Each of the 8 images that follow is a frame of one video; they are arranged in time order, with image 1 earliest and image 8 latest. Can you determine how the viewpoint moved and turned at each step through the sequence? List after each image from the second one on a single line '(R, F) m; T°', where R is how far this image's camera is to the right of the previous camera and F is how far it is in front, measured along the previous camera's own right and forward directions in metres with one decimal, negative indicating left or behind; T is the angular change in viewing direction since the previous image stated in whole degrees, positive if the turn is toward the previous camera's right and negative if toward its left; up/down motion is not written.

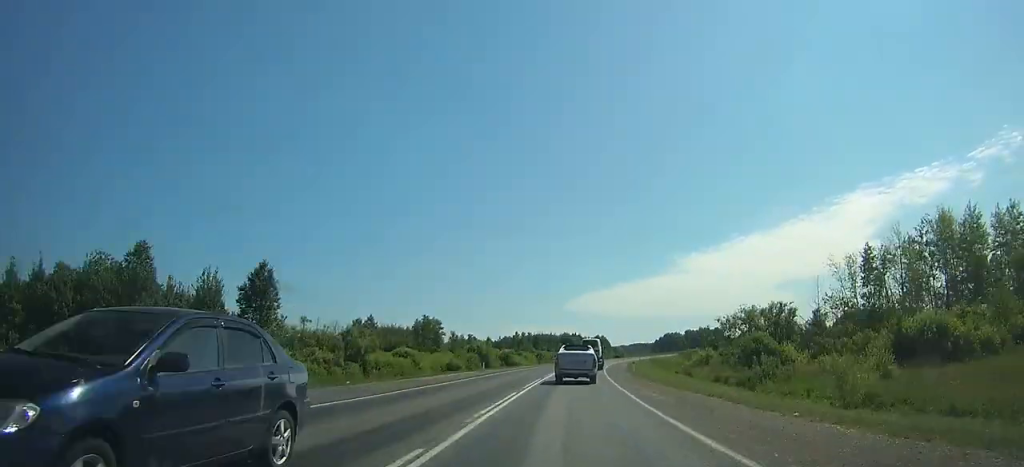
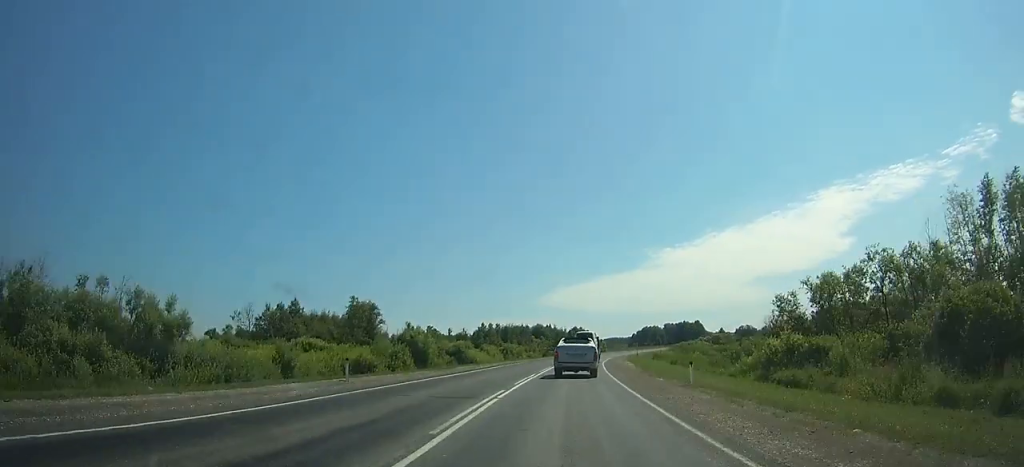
(-0.2, +25.9) m; +2°
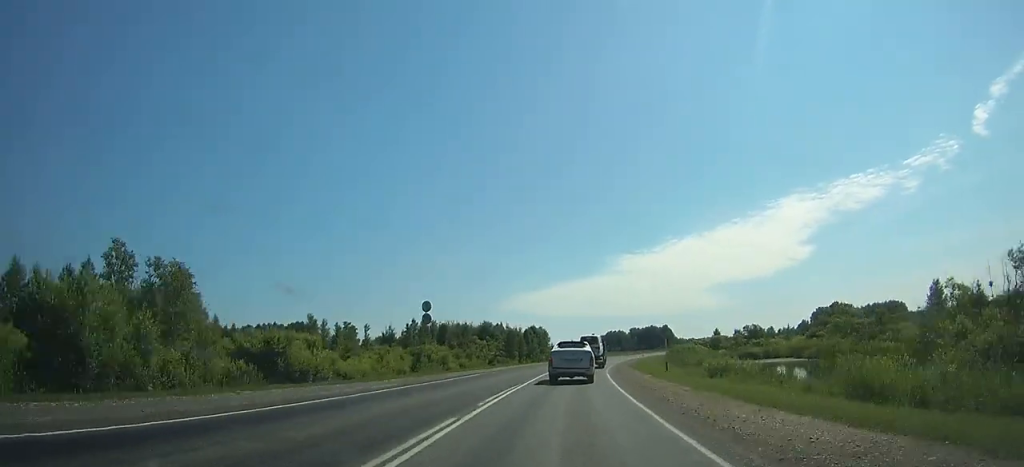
(+1.7, +42.6) m; +4°
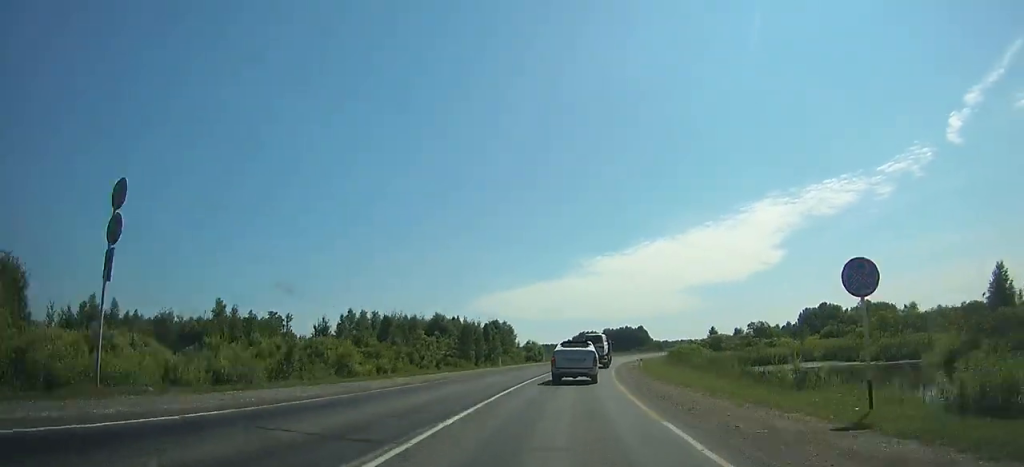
(+0.7, +25.9) m; +3°
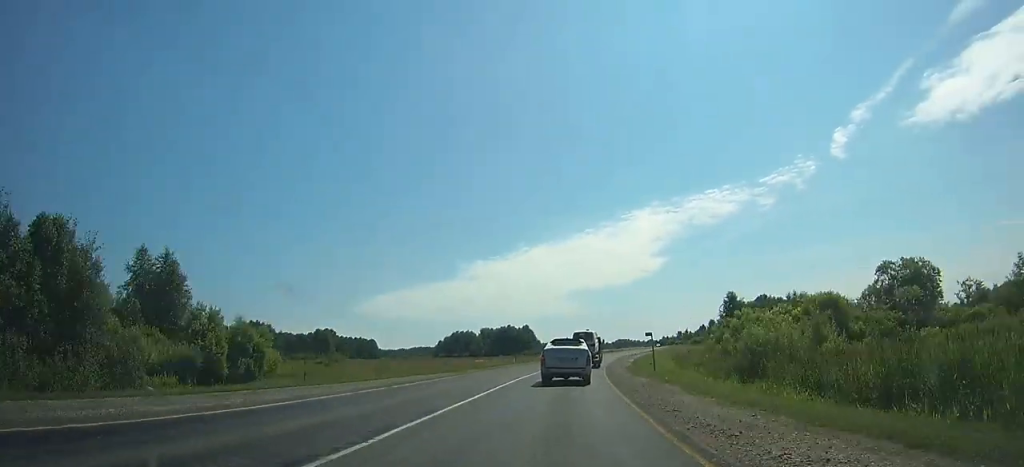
(+8.1, +86.1) m; +11°
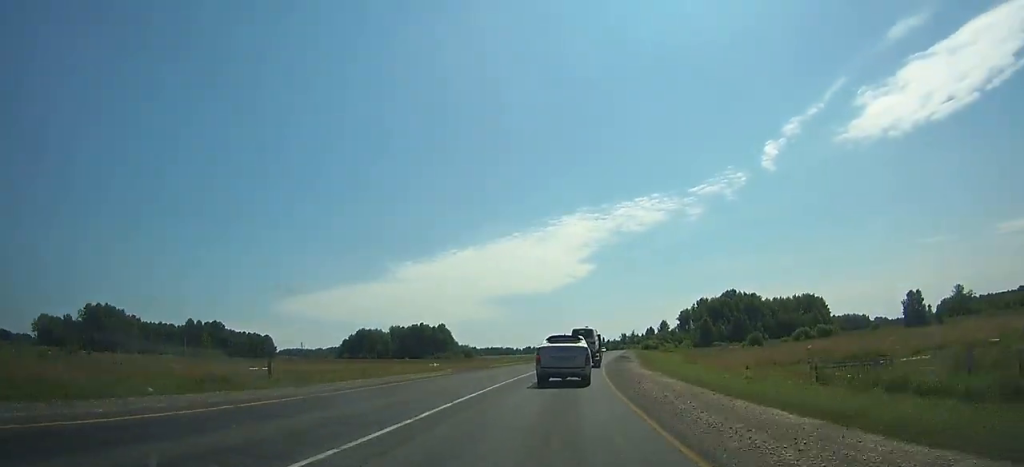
(+3.6, +58.1) m; +7°
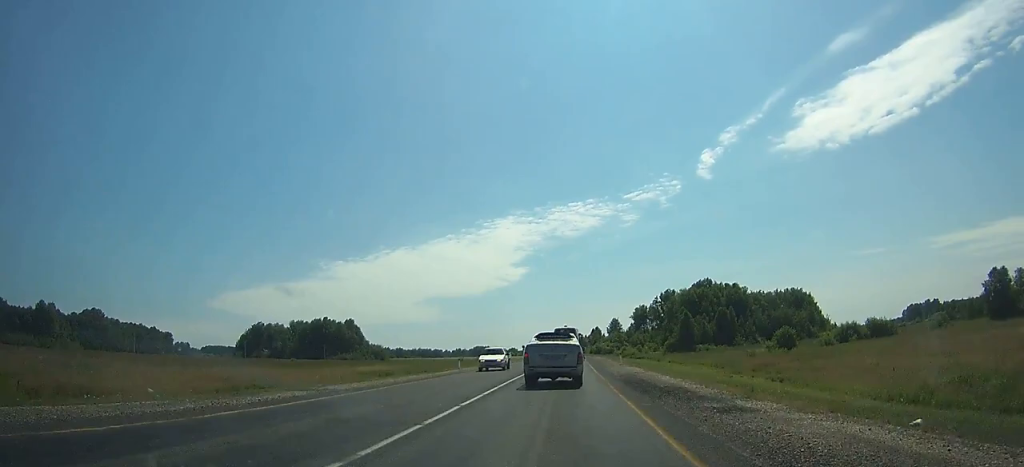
(+3.3, +55.2) m; +5°
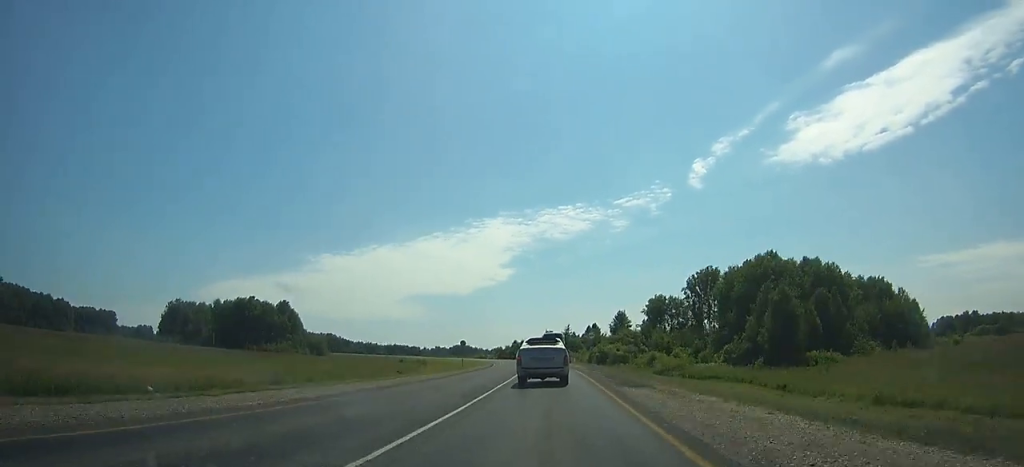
(+1.8, +70.5) m; +1°
